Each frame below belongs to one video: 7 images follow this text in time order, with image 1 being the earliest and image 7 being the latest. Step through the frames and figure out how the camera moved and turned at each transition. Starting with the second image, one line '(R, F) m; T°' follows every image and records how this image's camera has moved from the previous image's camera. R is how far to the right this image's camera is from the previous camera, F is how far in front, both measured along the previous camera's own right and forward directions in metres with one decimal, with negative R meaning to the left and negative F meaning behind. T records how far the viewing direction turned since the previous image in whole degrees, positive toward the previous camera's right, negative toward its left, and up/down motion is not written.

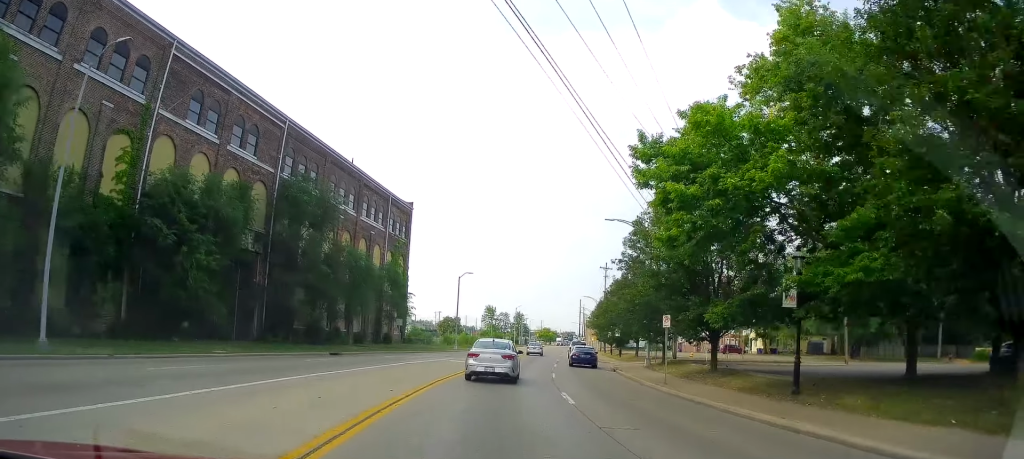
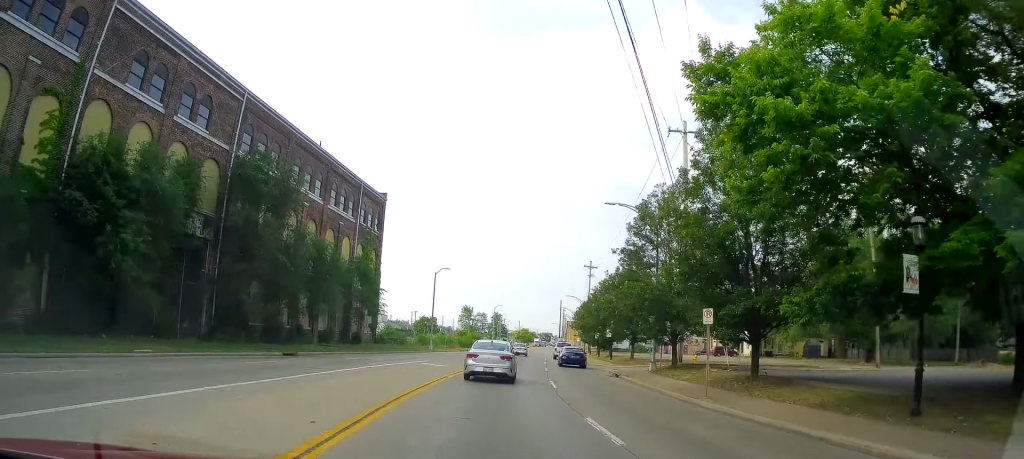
(+0.1, +5.9) m; +1°
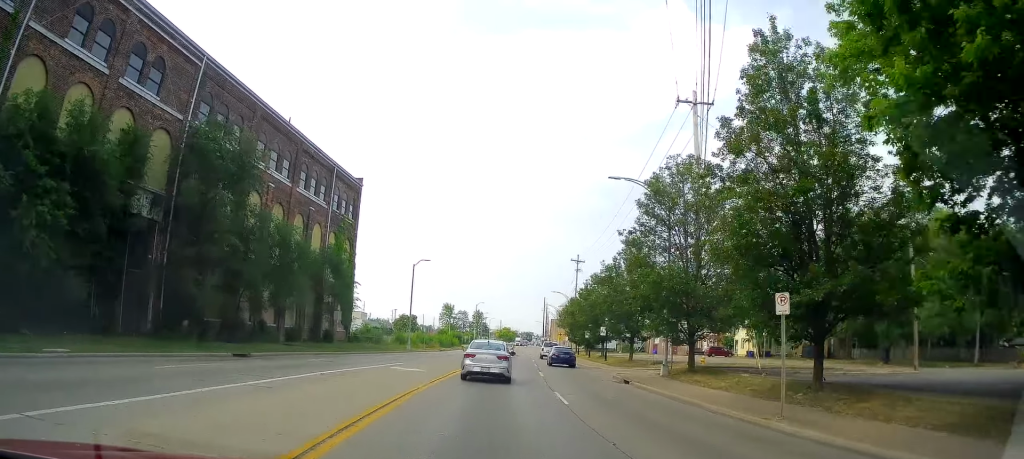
(+0.1, +5.2) m; 0°
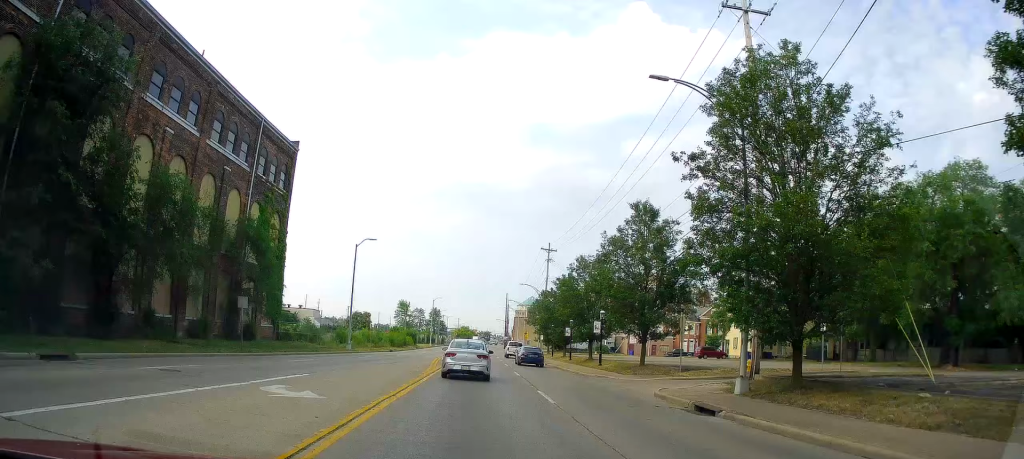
(-0.1, +12.7) m; +1°
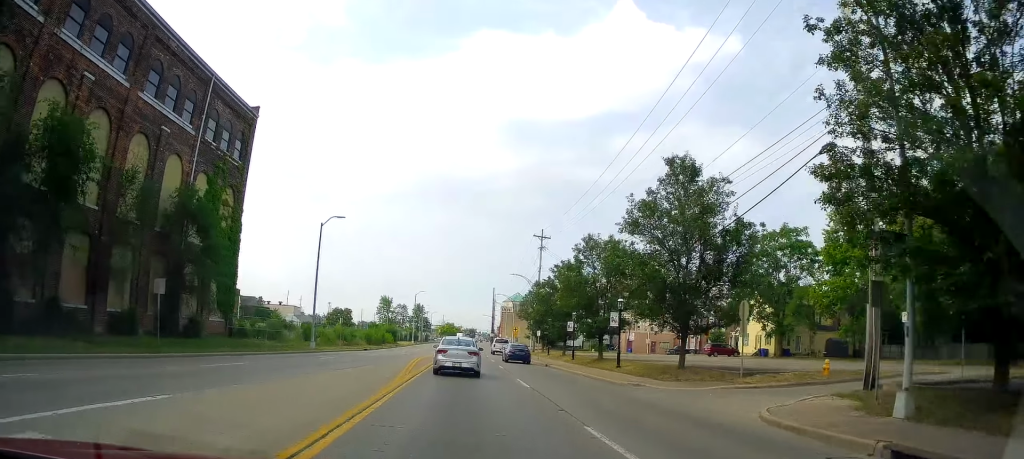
(0.0, +8.5) m; +1°
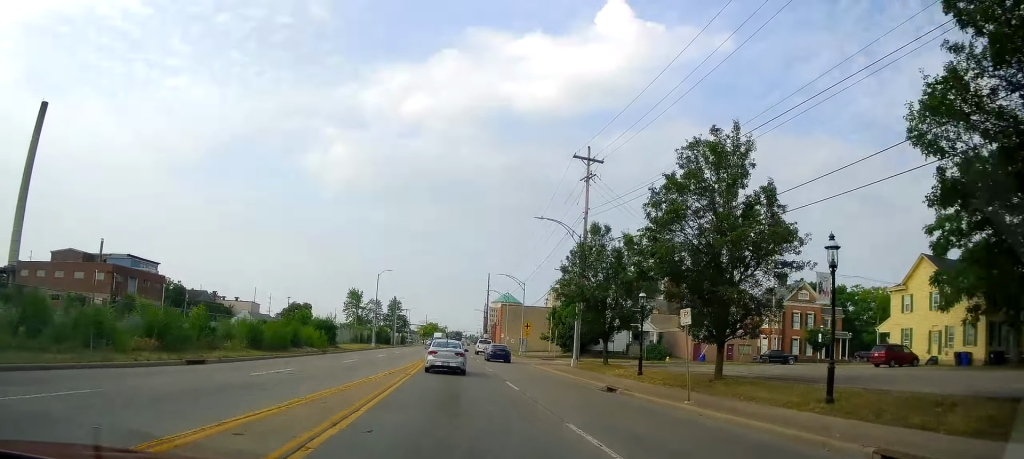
(+1.9, +37.9) m; +5°
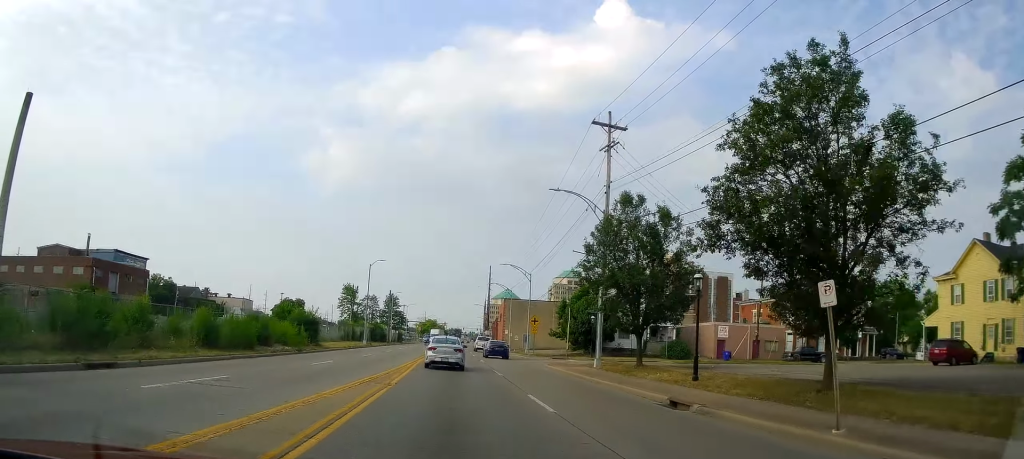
(0.0, +7.2) m; 0°
